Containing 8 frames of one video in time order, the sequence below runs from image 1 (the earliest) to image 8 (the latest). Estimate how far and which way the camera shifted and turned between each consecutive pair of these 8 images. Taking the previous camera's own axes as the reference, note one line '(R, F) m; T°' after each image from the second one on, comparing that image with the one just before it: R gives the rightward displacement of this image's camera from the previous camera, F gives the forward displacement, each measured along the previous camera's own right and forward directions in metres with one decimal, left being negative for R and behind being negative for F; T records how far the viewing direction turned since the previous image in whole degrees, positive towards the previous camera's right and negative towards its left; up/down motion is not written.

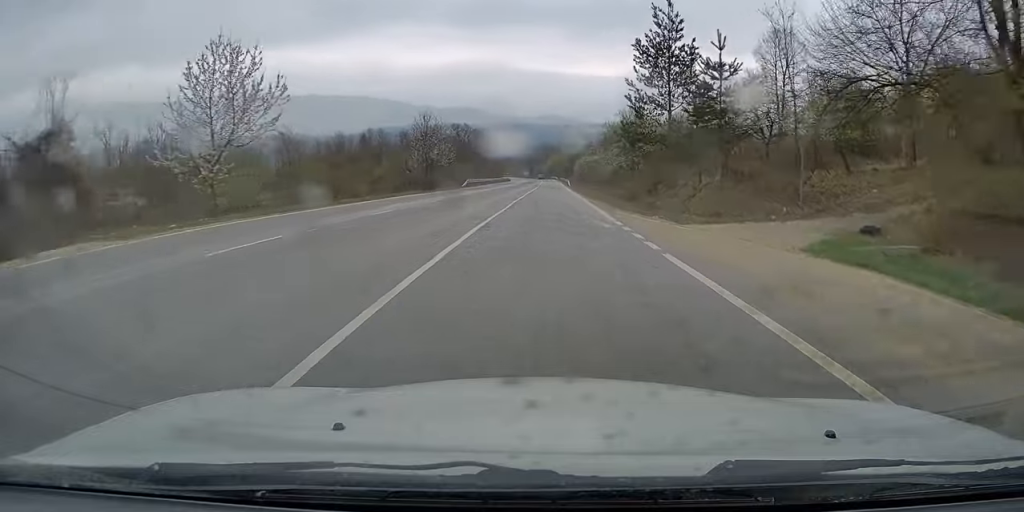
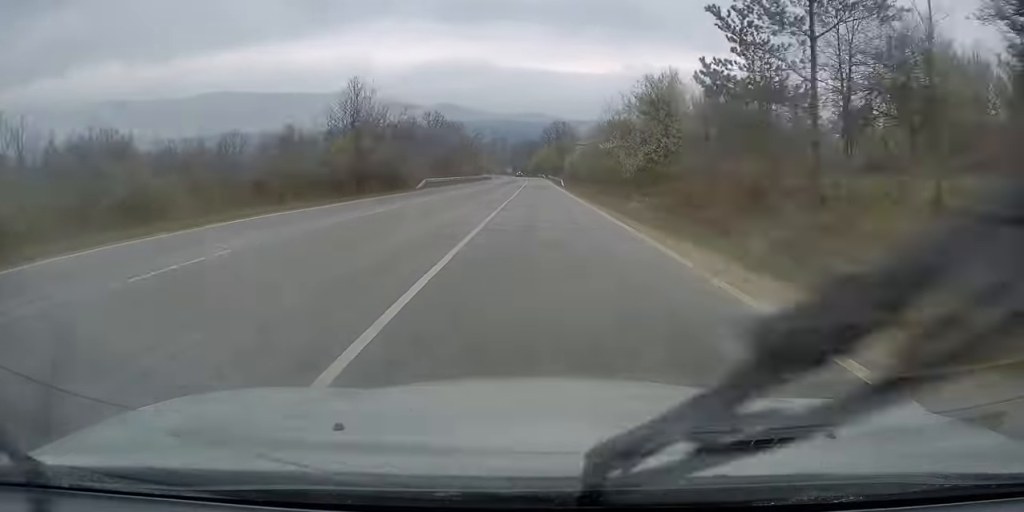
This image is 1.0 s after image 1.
(+0.1, +20.1) m; +1°
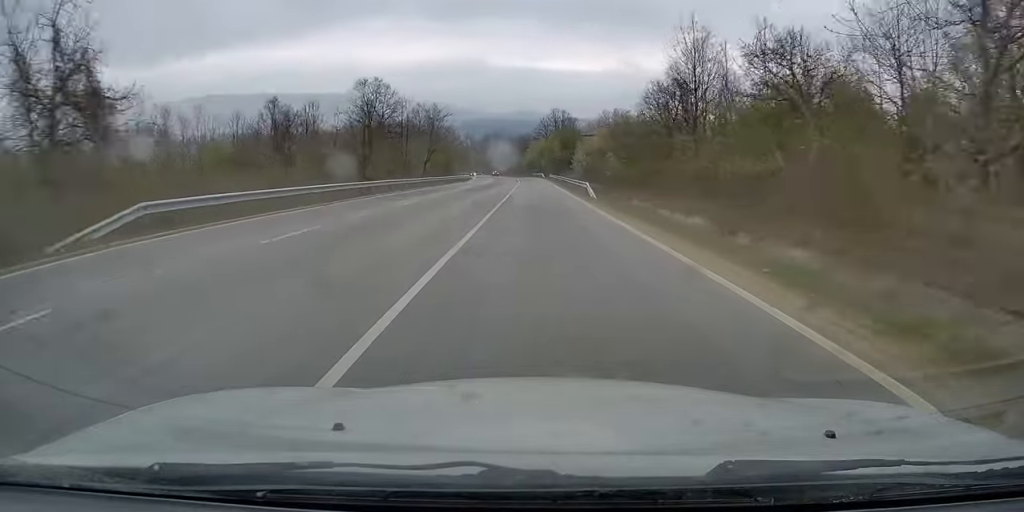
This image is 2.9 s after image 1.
(+0.7, +39.5) m; +1°
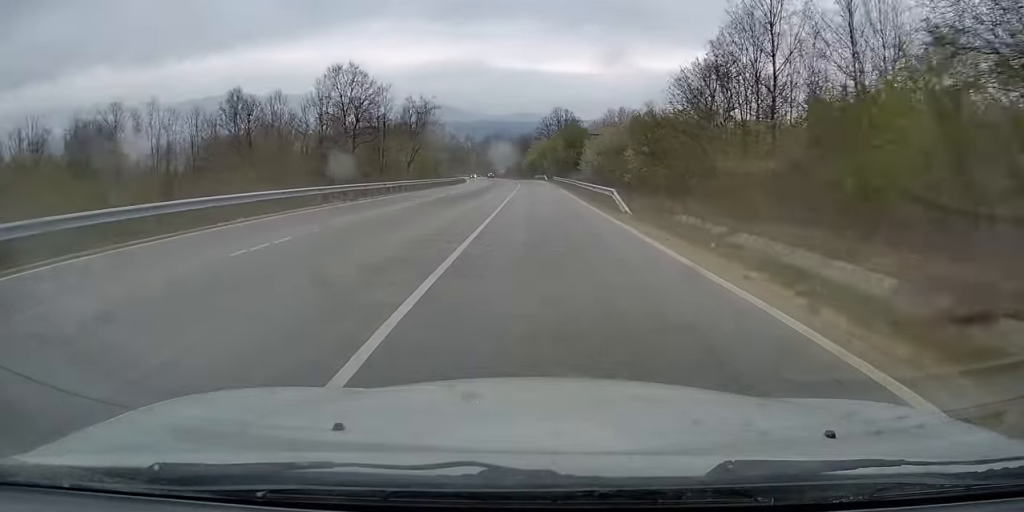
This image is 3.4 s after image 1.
(0.0, +10.4) m; 0°
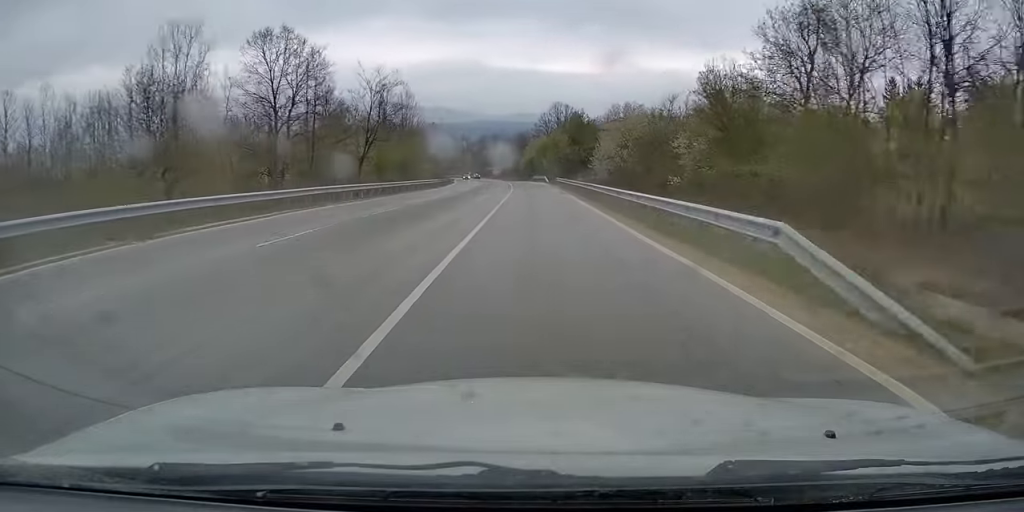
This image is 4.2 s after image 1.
(0.0, +16.7) m; 0°
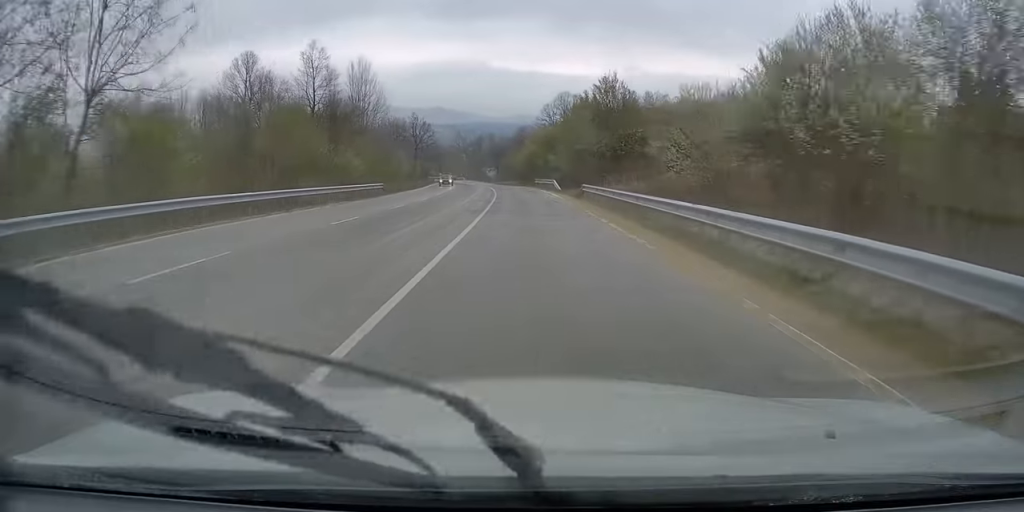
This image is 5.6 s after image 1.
(-0.1, +30.0) m; -1°
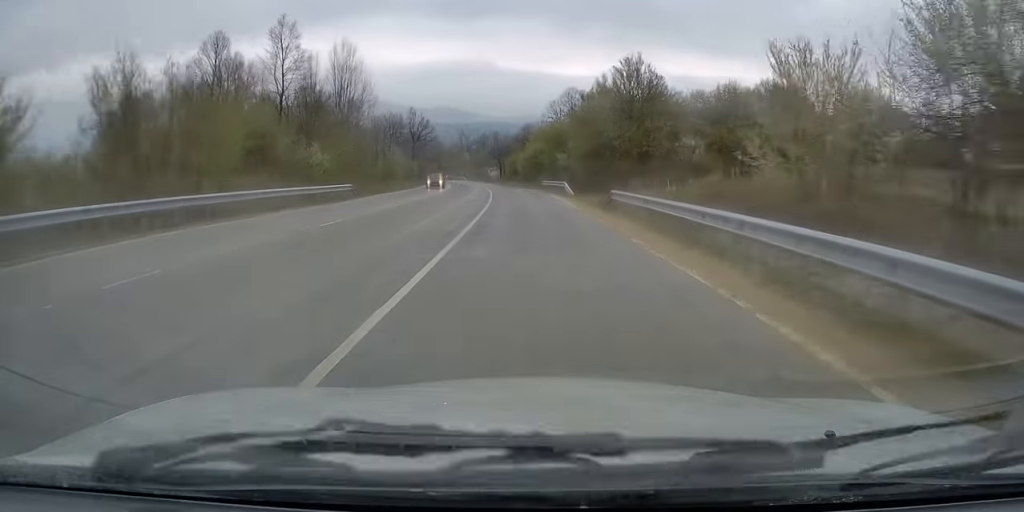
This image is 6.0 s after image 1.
(0.0, +9.1) m; 0°
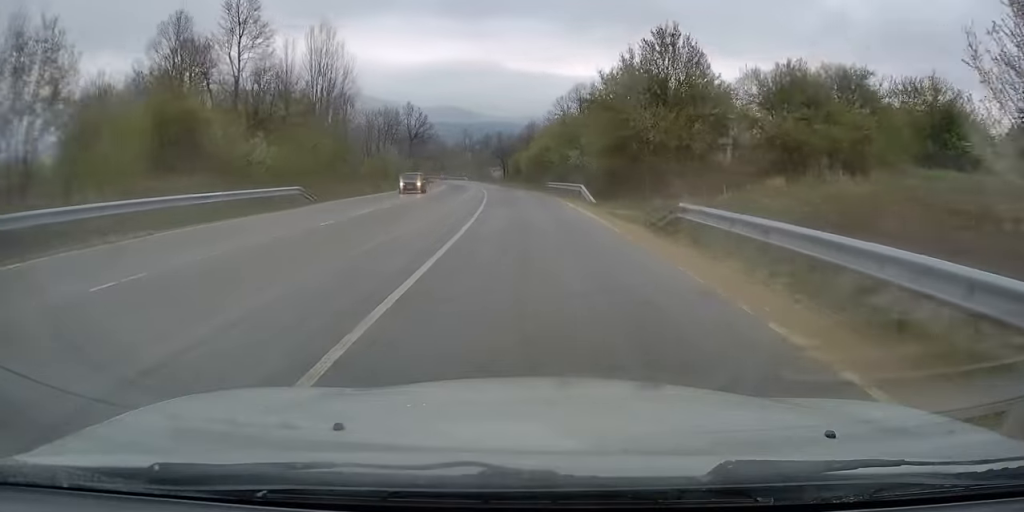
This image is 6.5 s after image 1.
(-0.1, +9.1) m; 0°
